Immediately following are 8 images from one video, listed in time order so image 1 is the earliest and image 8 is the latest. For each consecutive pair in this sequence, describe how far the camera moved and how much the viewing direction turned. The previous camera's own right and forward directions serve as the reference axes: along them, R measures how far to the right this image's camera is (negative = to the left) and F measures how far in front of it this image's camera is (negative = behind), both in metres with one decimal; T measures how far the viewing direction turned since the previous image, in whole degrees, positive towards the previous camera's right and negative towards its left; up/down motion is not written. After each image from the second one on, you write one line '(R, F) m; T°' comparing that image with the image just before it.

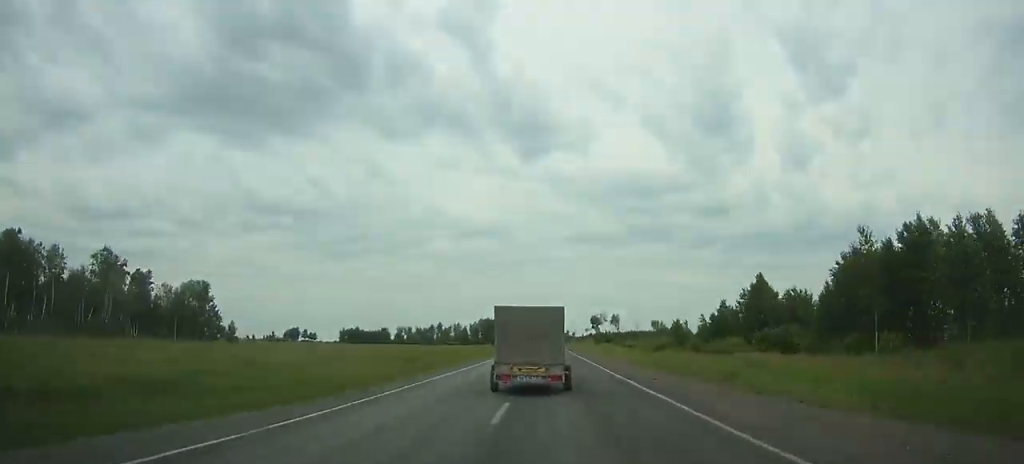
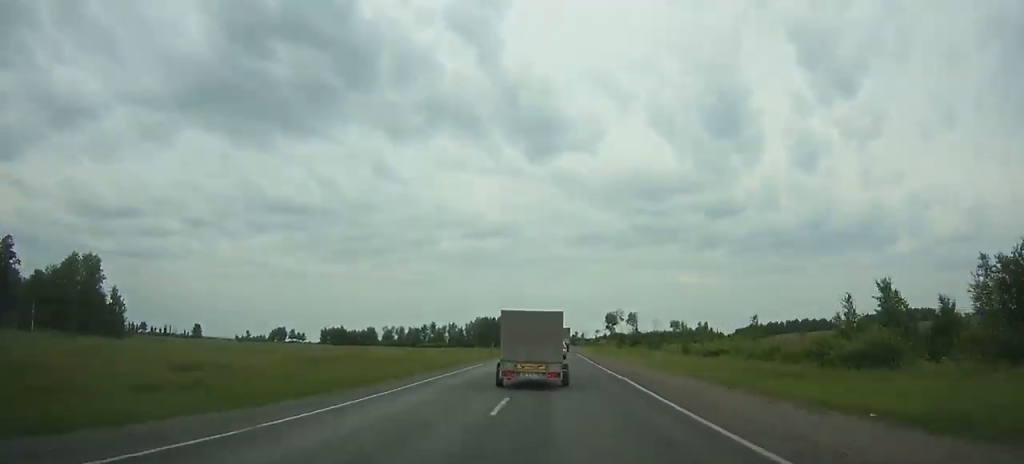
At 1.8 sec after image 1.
(+0.1, +49.4) m; 0°
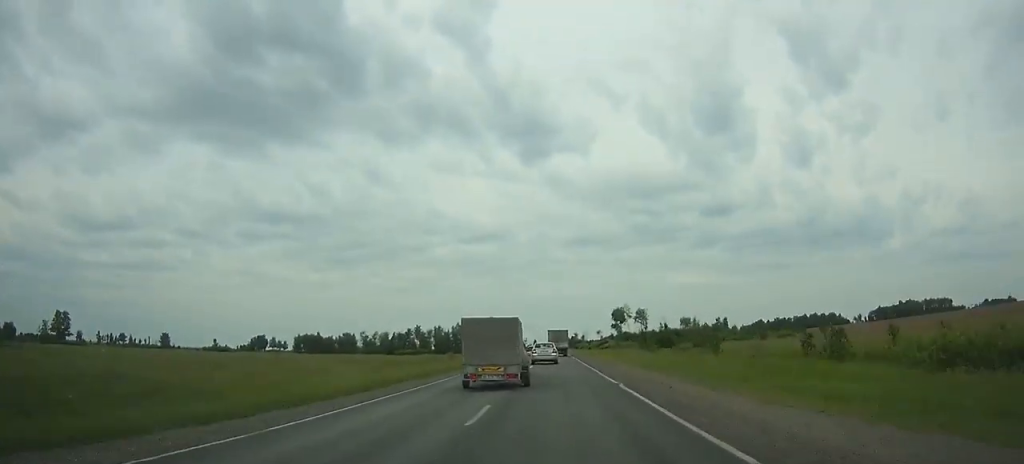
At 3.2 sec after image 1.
(+0.1, +38.5) m; 0°
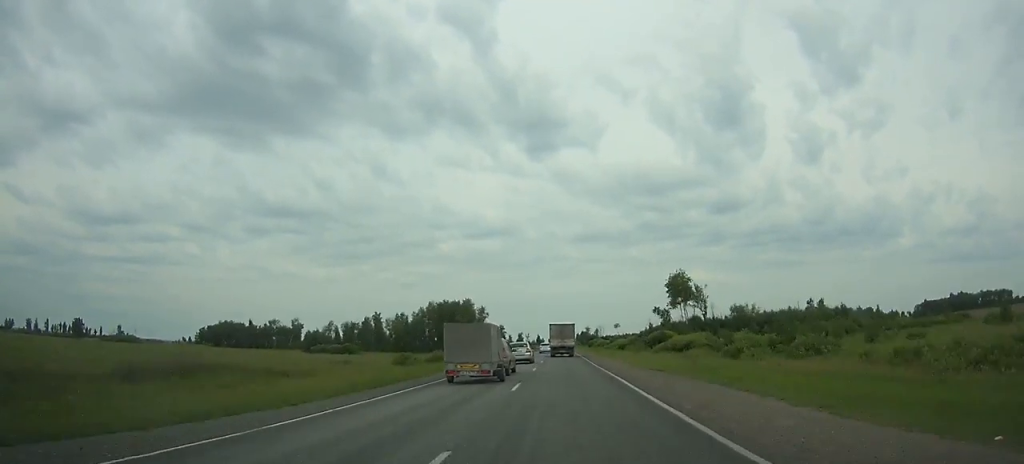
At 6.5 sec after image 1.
(-0.3, +91.0) m; 0°
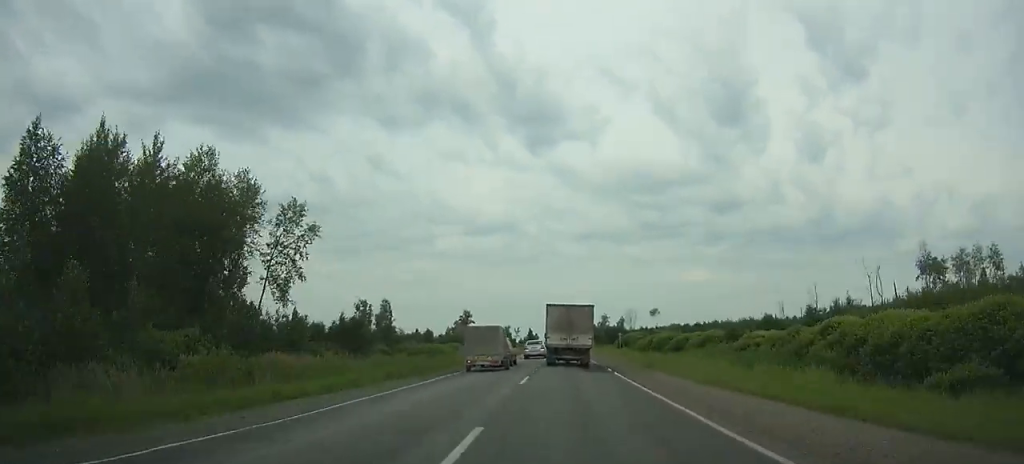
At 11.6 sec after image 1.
(-0.2, +137.7) m; 0°
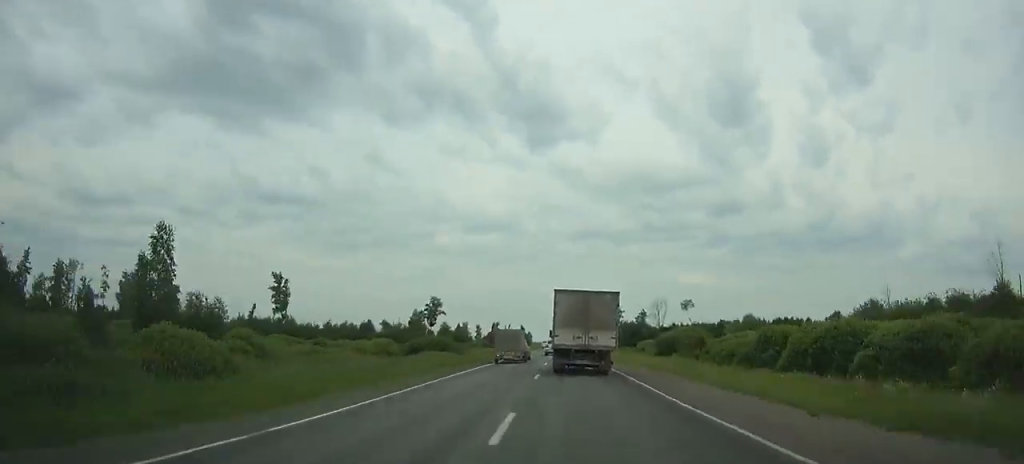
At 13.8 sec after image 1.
(-0.1, +59.4) m; 0°
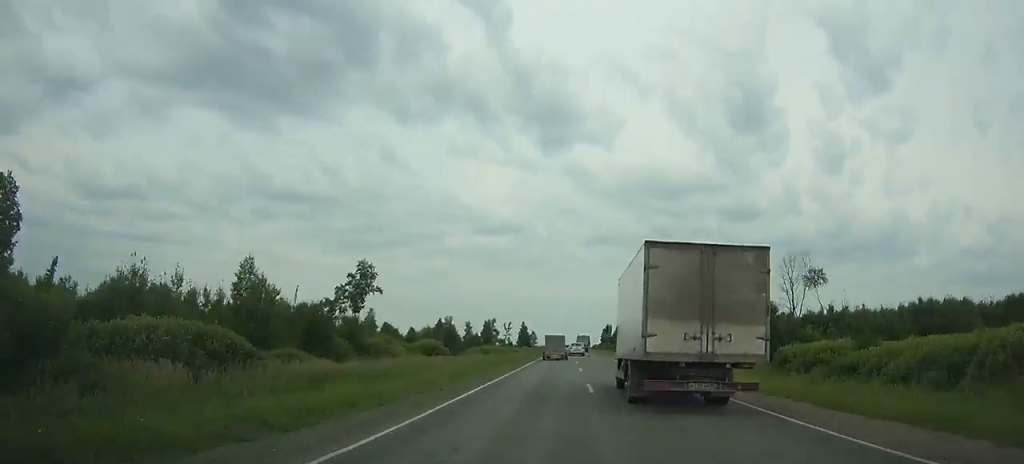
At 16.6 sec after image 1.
(-0.3, +79.7) m; 0°
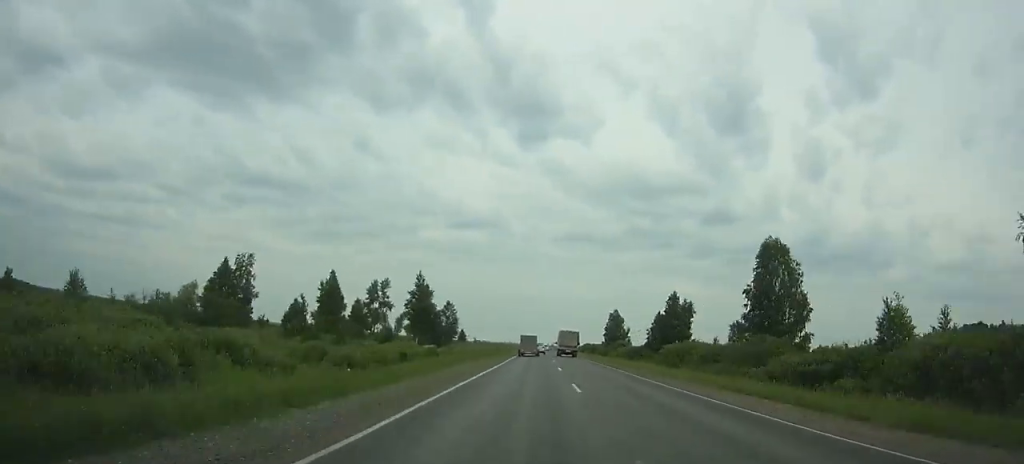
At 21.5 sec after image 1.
(+1.5, +145.9) m; +1°
